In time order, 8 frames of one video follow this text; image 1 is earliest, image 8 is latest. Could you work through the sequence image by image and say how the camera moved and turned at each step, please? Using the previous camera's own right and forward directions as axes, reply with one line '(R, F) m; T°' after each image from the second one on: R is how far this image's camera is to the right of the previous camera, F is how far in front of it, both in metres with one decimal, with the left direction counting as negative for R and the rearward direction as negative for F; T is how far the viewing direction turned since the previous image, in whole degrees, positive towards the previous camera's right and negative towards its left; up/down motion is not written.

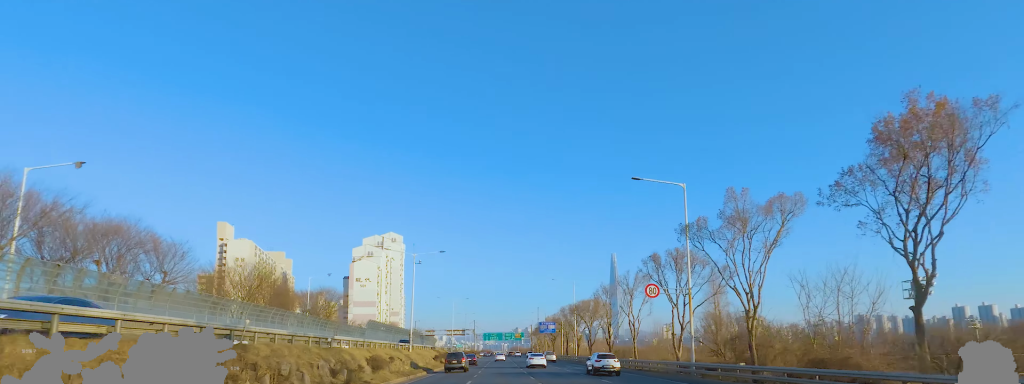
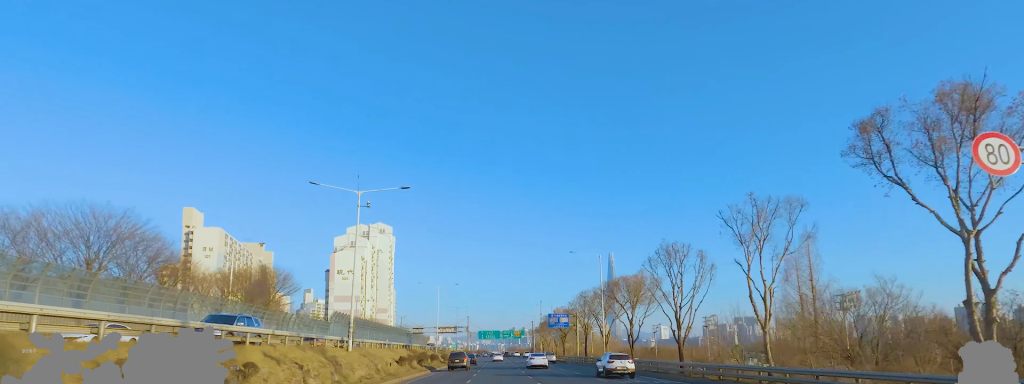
(+0.4, +21.9) m; 0°
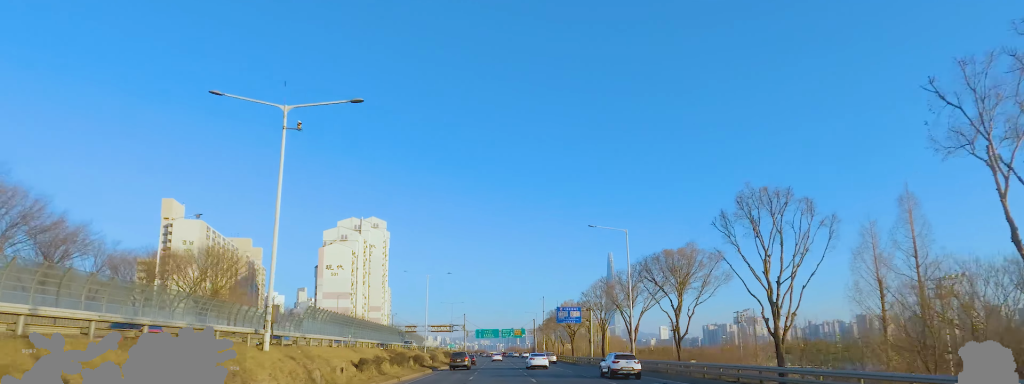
(-0.2, +12.1) m; -1°
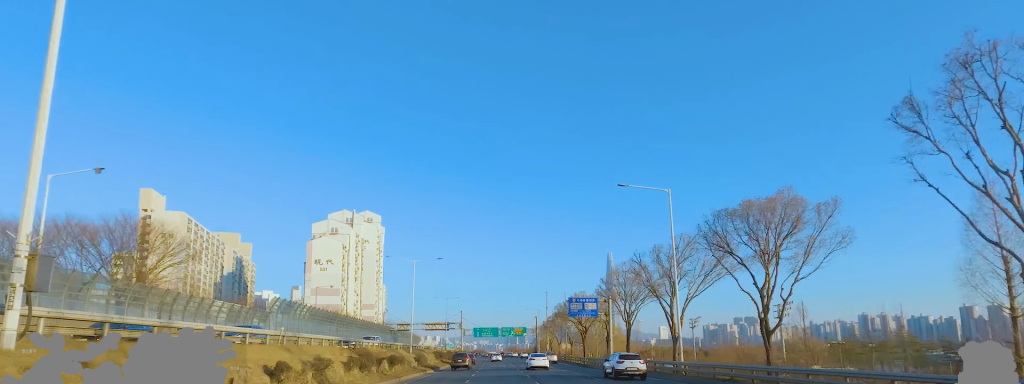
(-0.1, +11.4) m; 0°
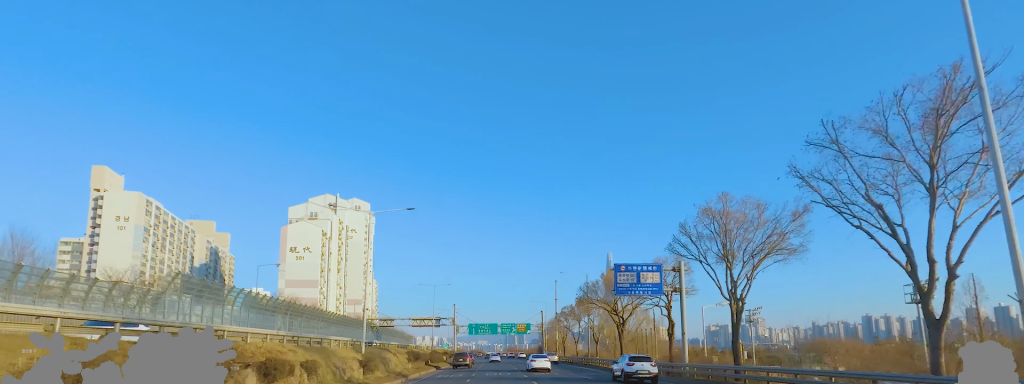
(0.0, +21.5) m; 0°
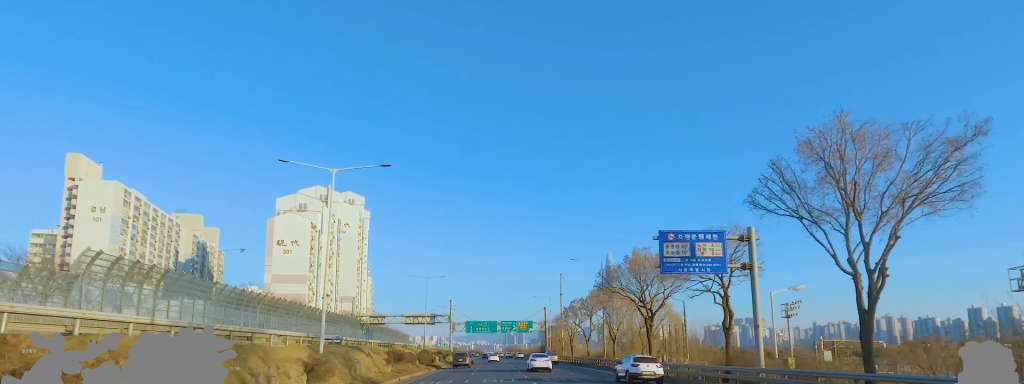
(0.0, +9.3) m; 0°
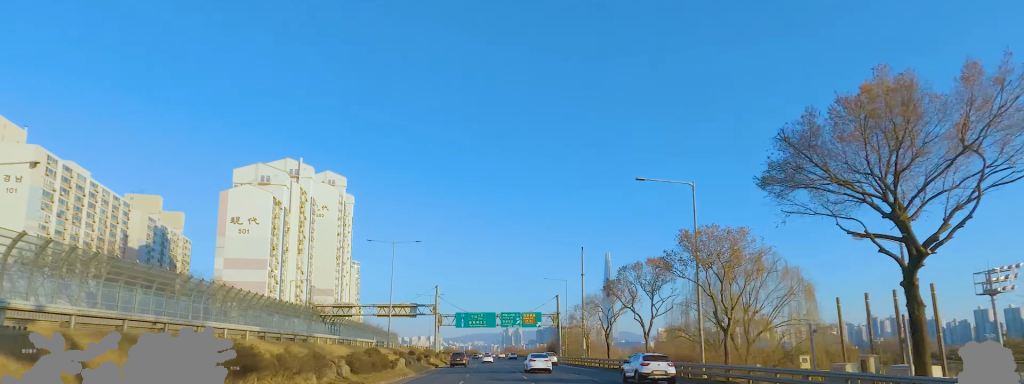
(0.0, +25.6) m; 0°
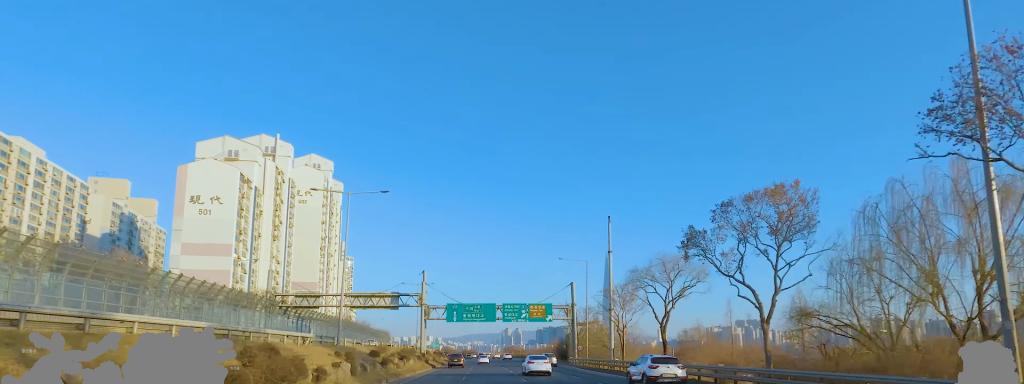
(0.0, +17.0) m; 0°
